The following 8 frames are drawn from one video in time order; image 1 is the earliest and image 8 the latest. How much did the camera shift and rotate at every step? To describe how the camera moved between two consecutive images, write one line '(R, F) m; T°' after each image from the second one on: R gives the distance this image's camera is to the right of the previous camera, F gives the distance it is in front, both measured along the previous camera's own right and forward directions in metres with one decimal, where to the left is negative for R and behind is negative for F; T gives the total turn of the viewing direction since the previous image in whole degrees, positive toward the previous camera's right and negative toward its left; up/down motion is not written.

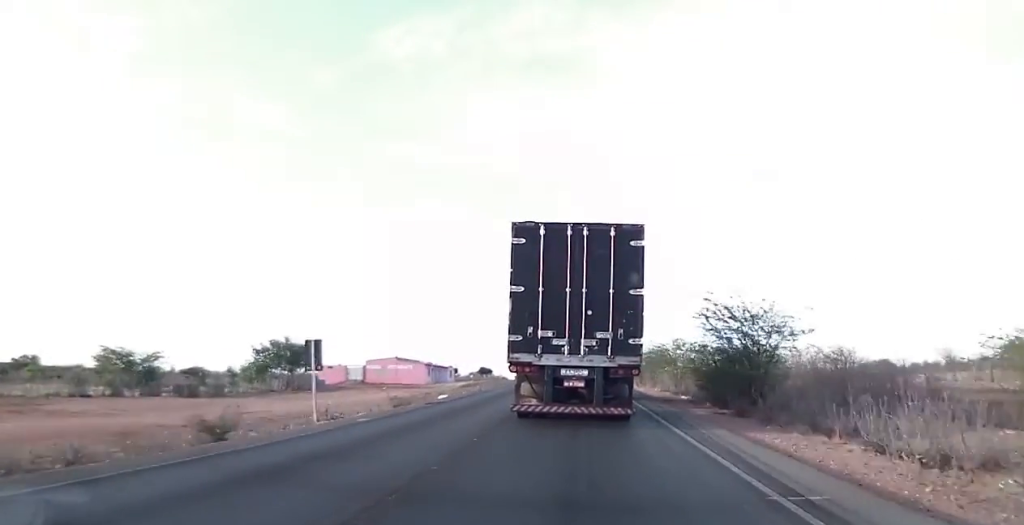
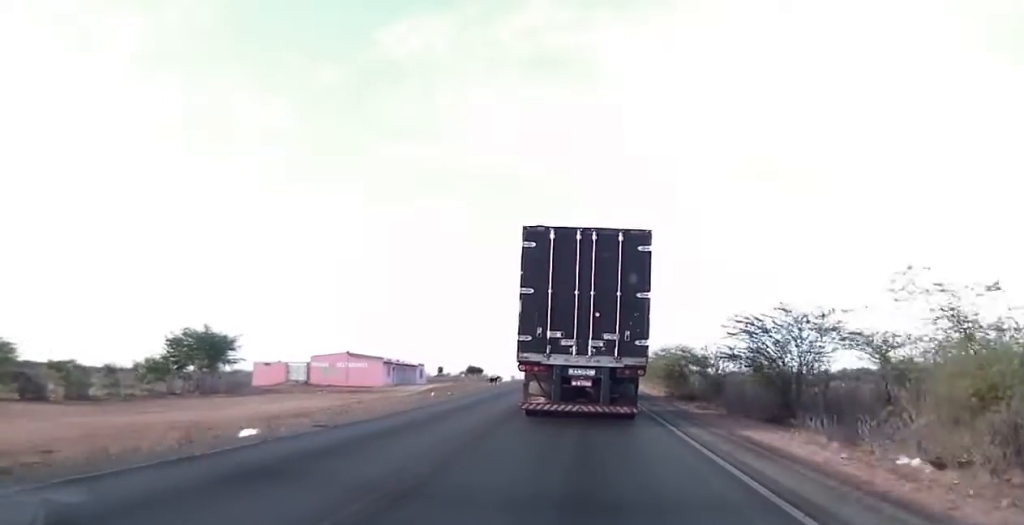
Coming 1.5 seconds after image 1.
(0.0, +25.8) m; 0°
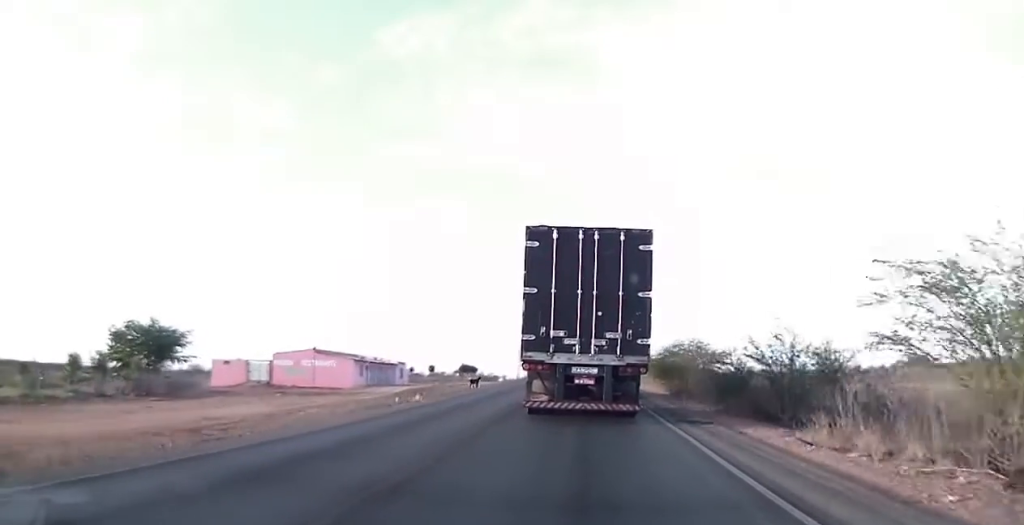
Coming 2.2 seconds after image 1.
(0.0, +10.9) m; 0°
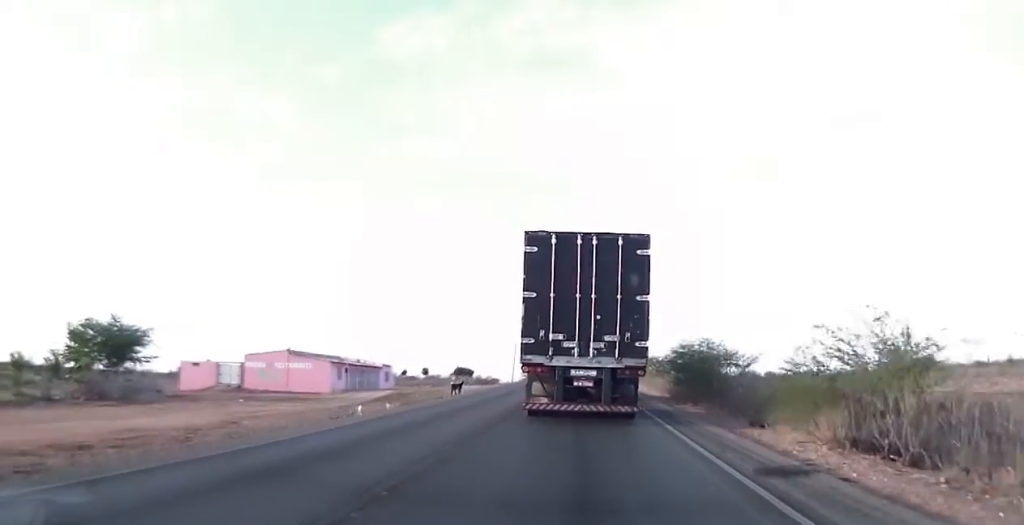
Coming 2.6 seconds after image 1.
(0.0, +6.7) m; 0°
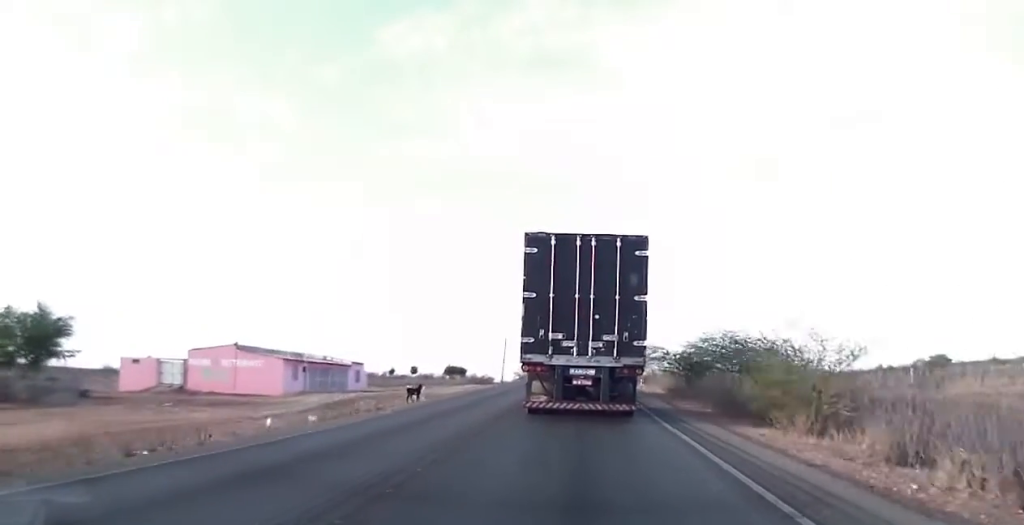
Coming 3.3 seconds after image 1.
(0.0, +10.9) m; 0°
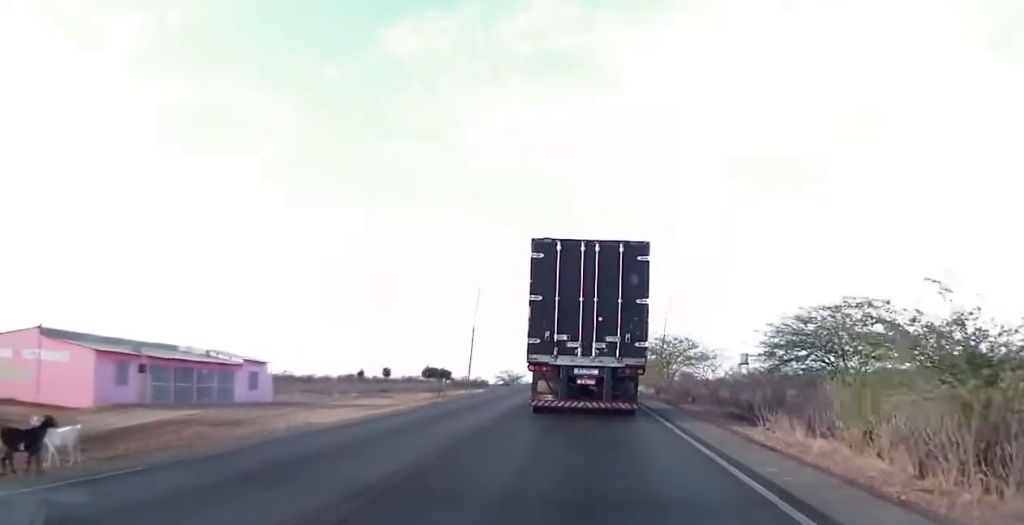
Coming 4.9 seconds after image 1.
(+0.1, +26.8) m; 0°
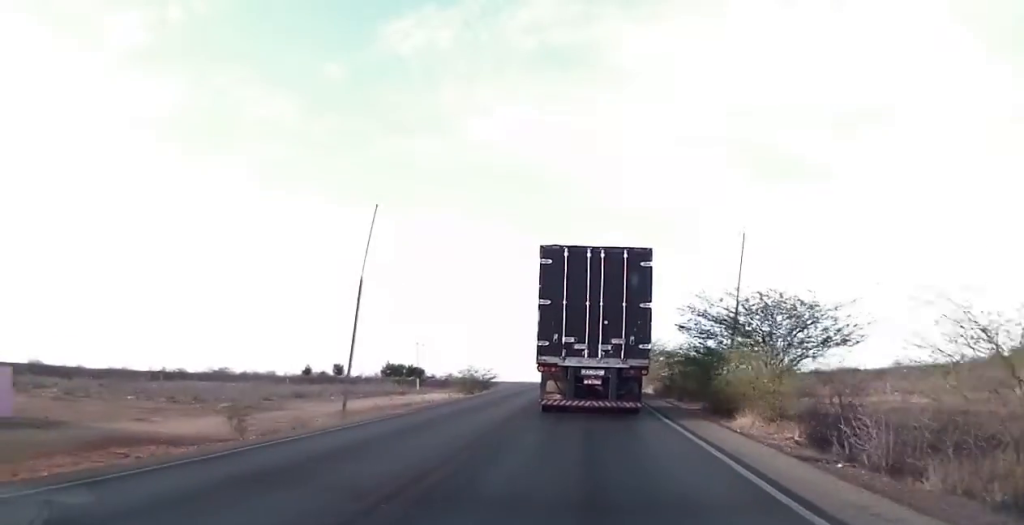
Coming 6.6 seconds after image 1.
(+0.3, +33.0) m; +1°
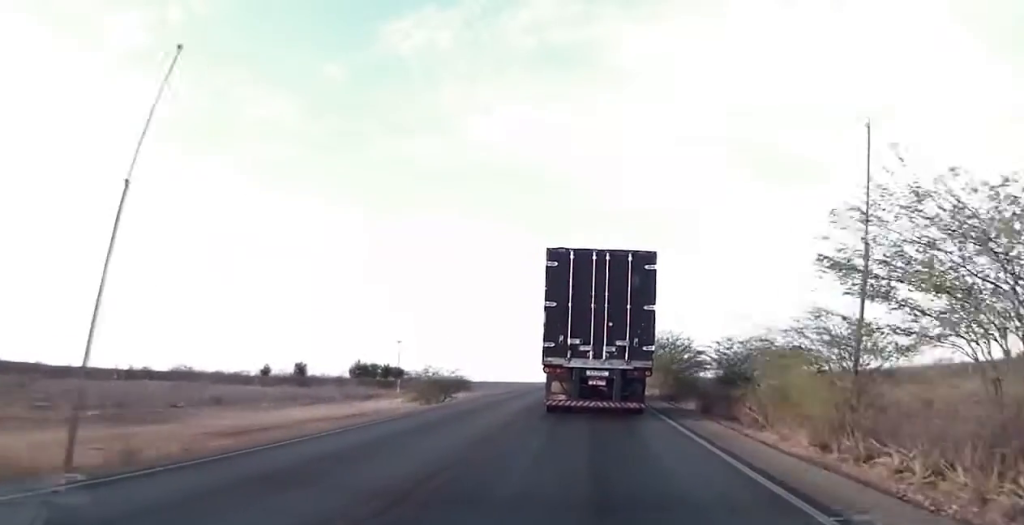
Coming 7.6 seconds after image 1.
(+0.1, +16.1) m; 0°
